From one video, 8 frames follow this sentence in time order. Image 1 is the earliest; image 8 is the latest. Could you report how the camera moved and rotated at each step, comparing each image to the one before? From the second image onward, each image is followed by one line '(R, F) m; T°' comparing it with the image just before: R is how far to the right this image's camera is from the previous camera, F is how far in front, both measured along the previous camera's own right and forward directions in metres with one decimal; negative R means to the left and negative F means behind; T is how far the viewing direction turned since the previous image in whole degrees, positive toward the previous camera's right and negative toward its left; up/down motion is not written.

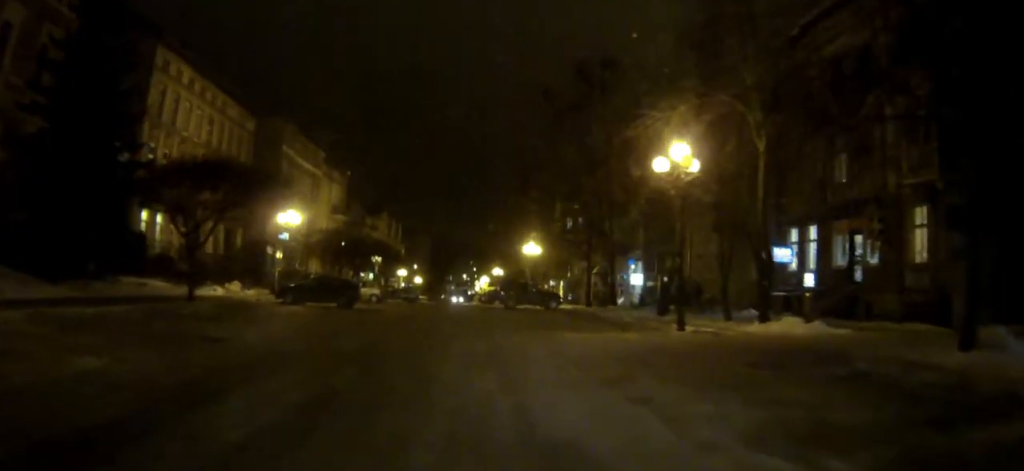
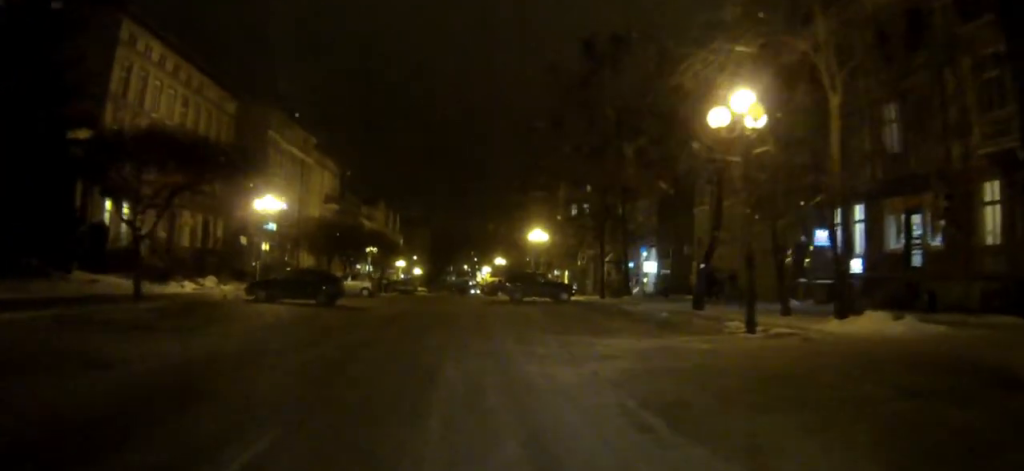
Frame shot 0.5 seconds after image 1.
(0.0, +4.7) m; 0°
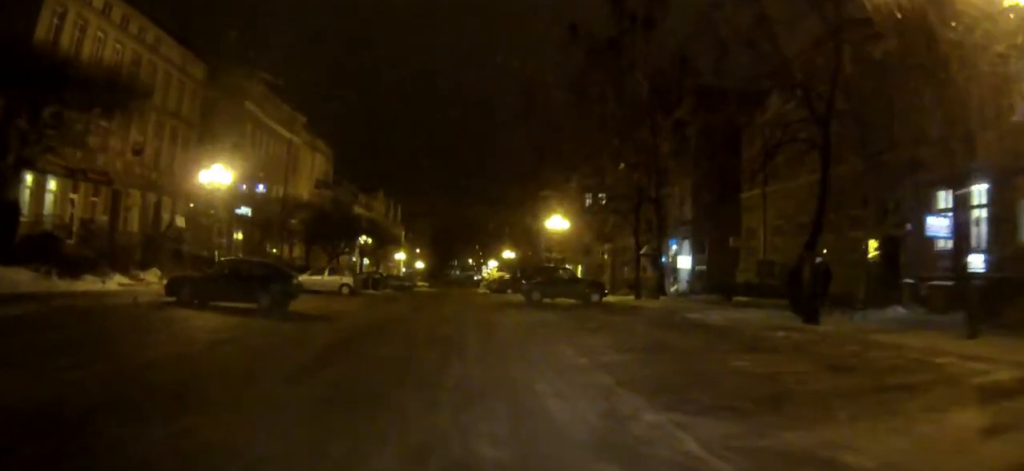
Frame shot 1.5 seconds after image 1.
(0.0, +8.6) m; 0°
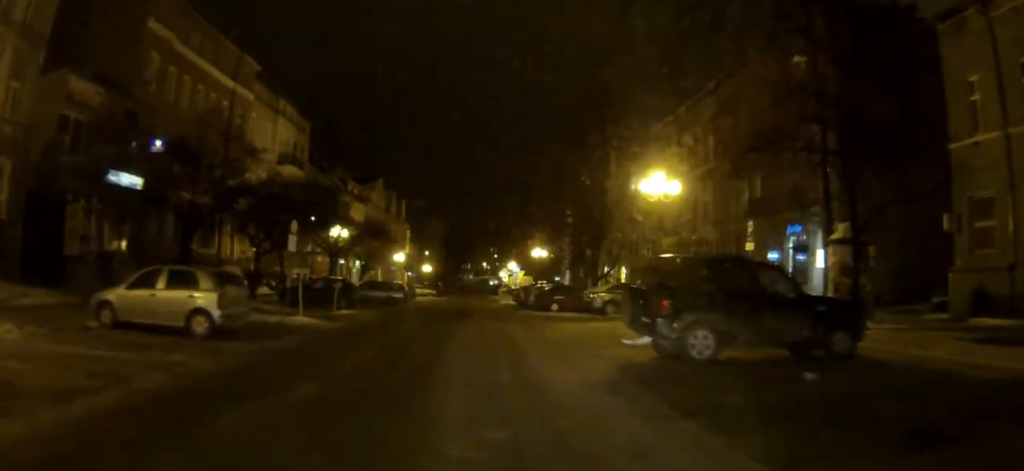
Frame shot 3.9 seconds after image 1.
(-0.3, +21.5) m; -1°
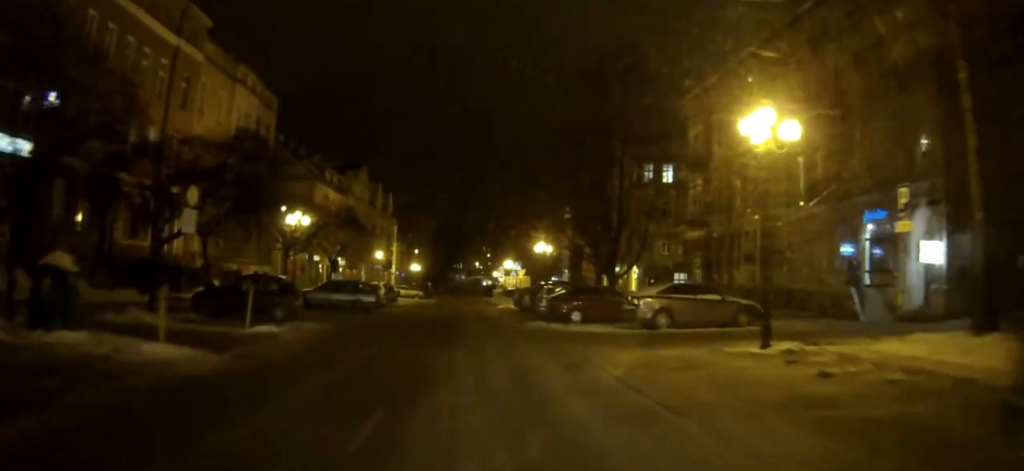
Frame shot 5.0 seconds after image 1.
(0.0, +10.0) m; 0°
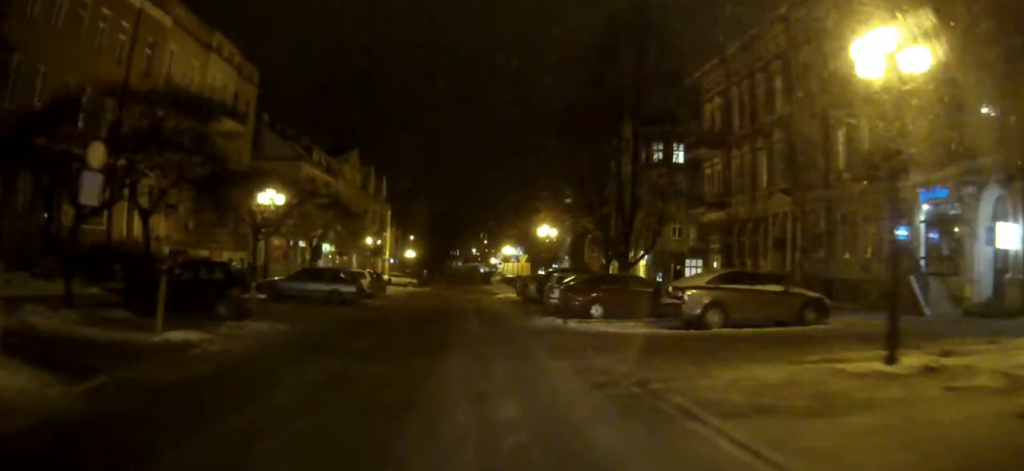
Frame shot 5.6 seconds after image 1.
(-0.1, +5.0) m; +1°
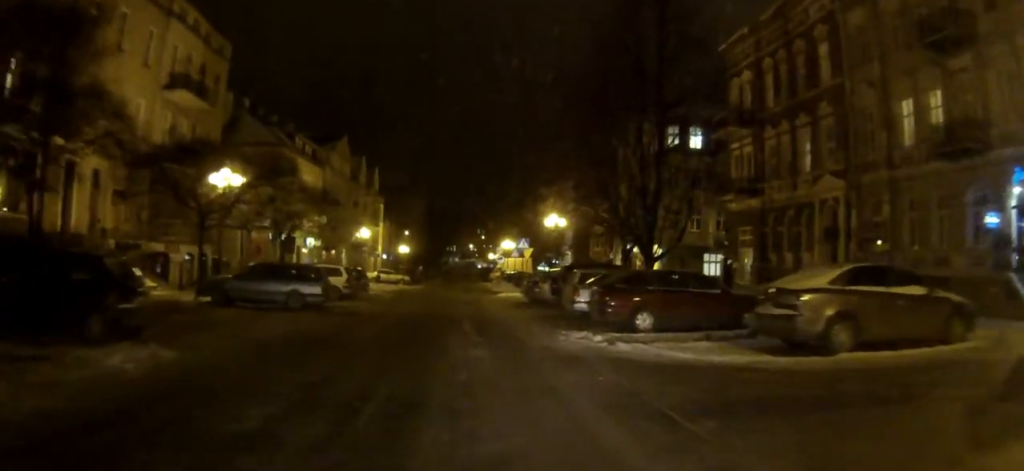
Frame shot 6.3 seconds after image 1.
(+0.1, +6.2) m; +1°
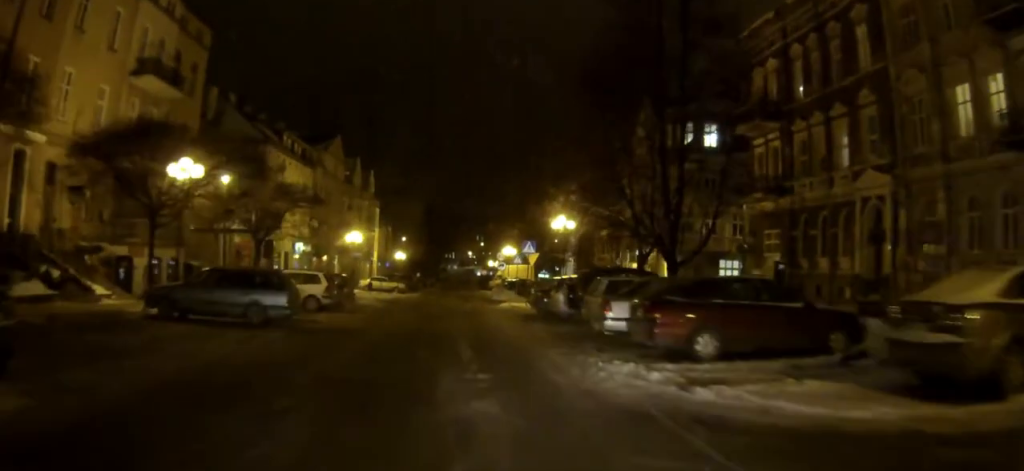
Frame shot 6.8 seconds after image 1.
(+0.1, +4.4) m; 0°
